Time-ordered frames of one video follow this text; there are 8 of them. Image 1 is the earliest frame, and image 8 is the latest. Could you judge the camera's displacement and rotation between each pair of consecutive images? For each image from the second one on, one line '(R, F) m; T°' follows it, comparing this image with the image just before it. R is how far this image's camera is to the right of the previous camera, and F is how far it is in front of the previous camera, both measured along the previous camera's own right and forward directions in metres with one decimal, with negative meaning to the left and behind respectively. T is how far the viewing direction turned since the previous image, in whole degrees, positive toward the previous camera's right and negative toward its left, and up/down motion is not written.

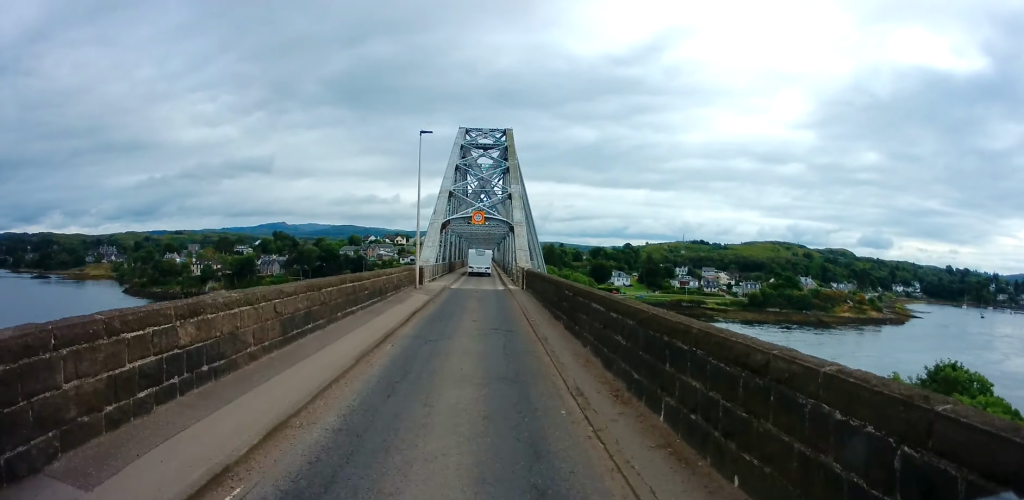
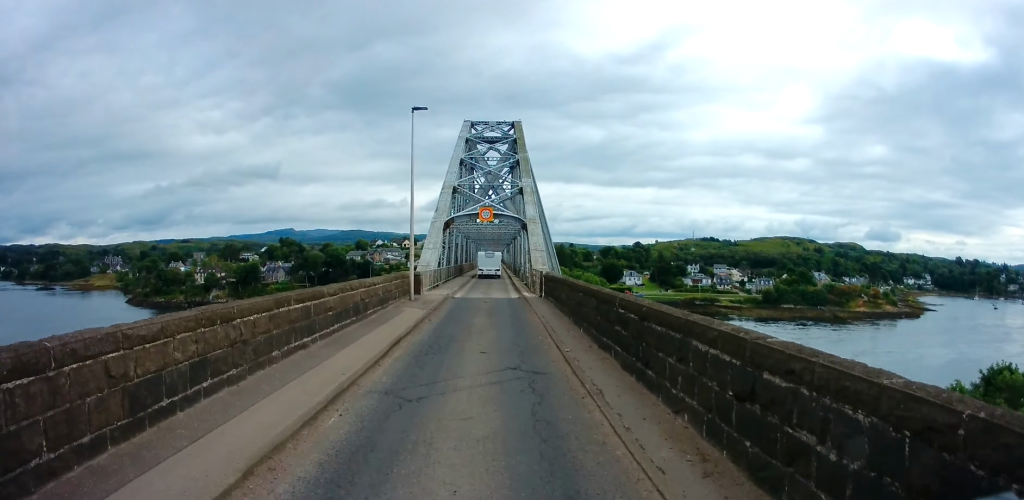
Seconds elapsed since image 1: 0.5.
(-0.3, +5.6) m; -1°
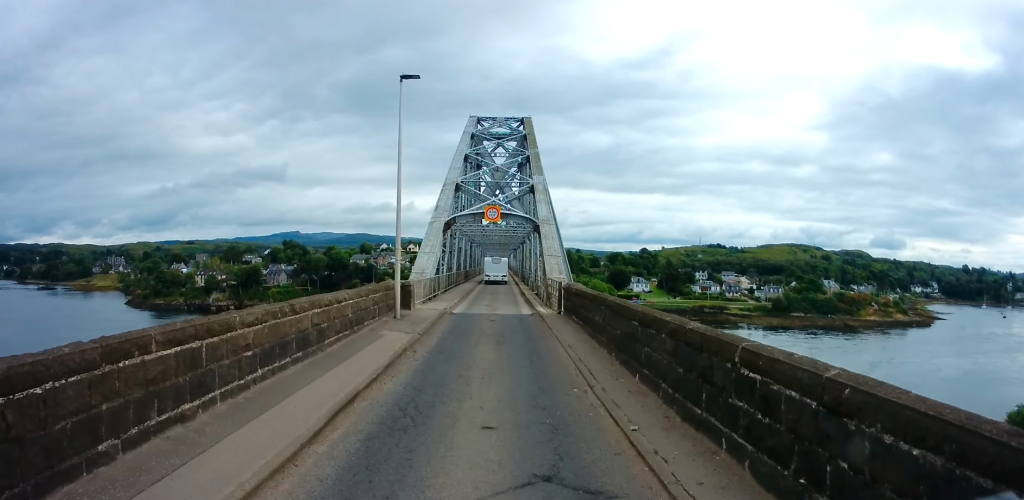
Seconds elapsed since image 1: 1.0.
(-0.1, +5.3) m; 0°
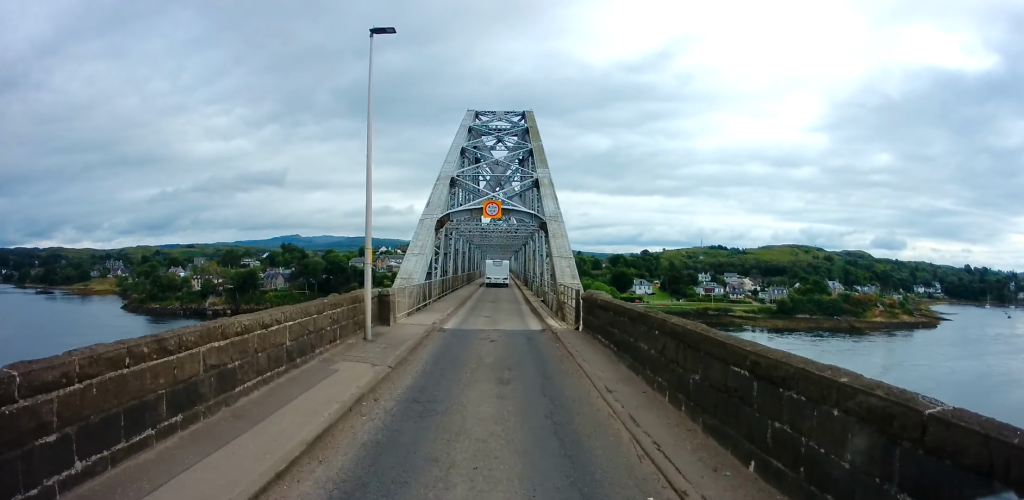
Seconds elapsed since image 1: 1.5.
(+0.1, +4.6) m; +1°
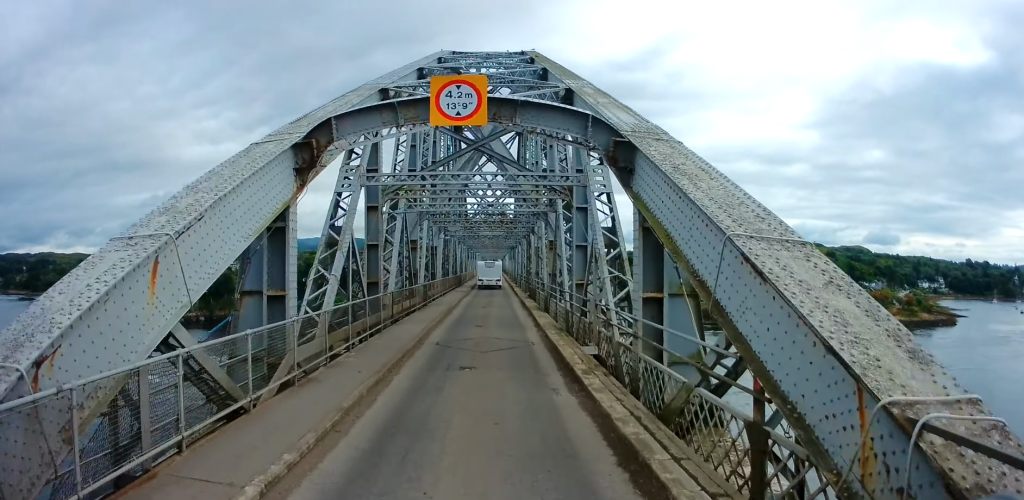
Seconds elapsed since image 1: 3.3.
(+0.5, +20.4) m; +2°
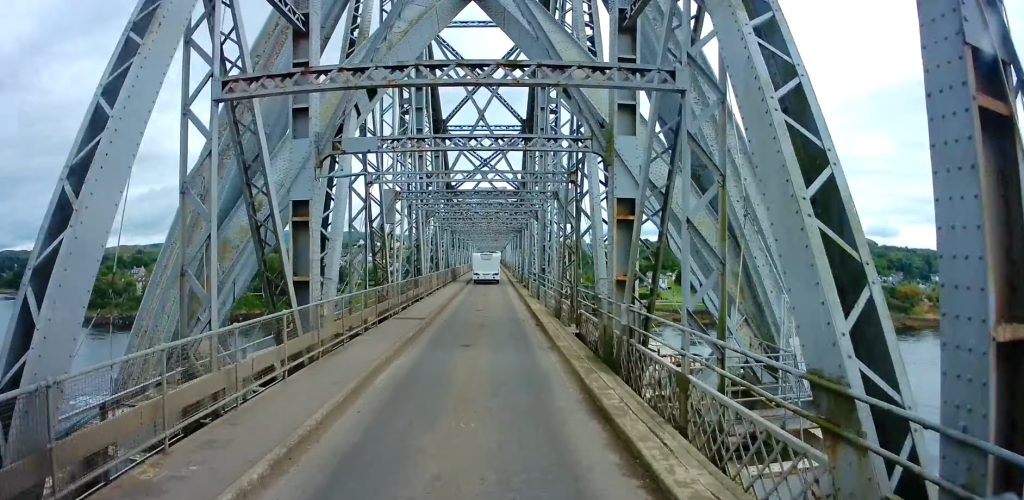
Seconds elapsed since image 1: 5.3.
(-0.5, +24.6) m; -4°
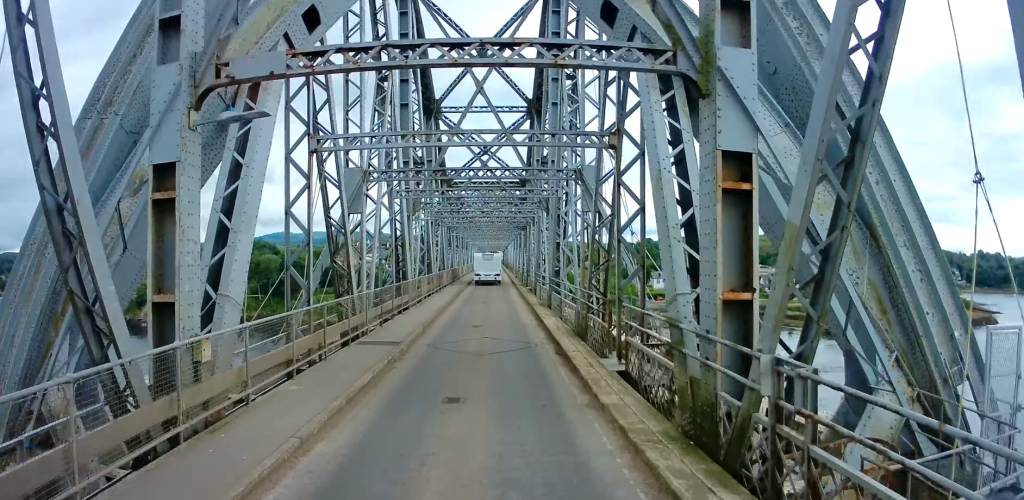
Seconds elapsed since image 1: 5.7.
(-0.2, +5.2) m; -1°
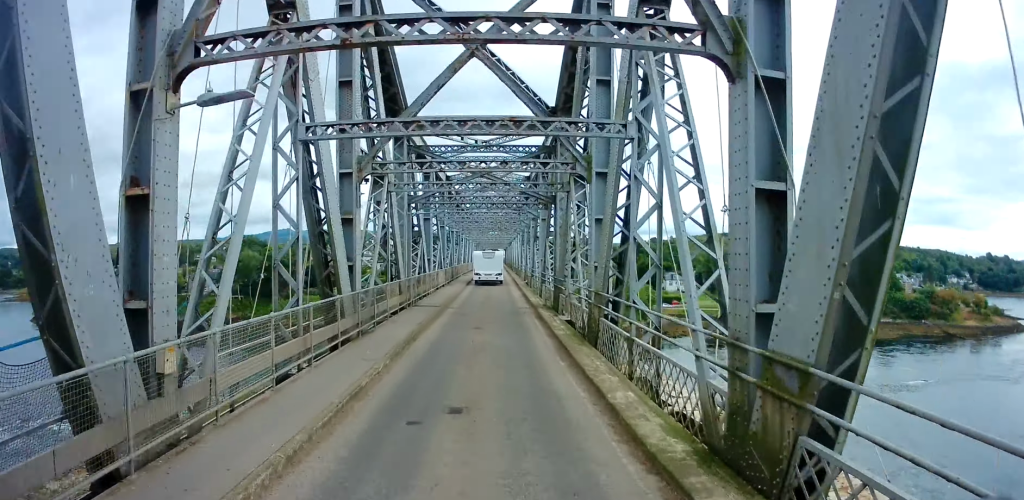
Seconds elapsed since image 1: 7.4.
(+0.6, +18.9) m; +3°
